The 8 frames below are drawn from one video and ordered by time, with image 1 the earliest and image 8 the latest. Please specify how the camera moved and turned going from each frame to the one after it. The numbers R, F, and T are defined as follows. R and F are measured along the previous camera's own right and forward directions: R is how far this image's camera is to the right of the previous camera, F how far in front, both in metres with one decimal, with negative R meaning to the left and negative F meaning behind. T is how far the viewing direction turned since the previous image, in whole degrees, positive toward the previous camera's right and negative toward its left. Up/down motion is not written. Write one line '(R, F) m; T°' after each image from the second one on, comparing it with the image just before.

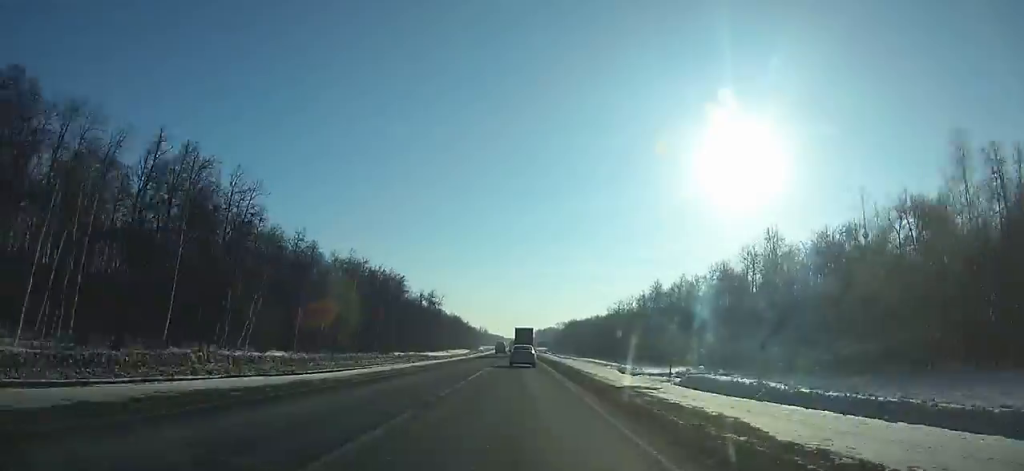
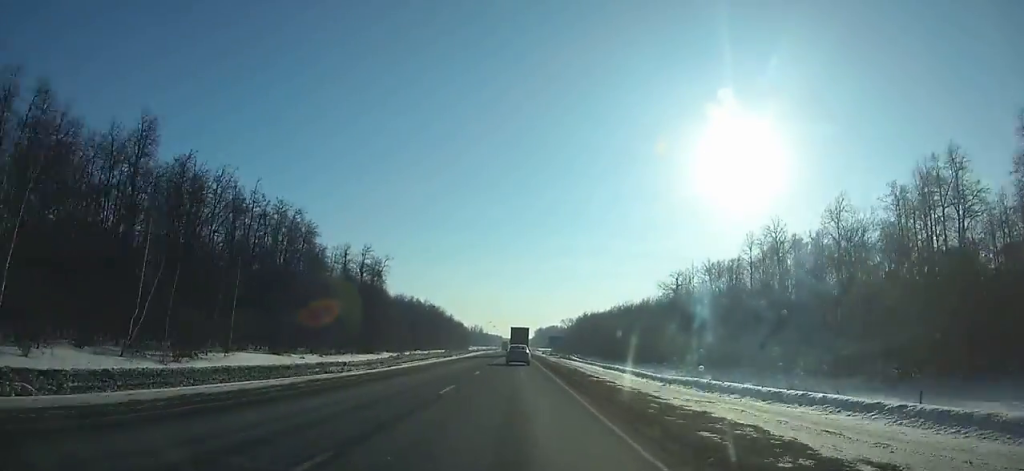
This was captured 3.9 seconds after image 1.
(+0.1, +77.4) m; 0°
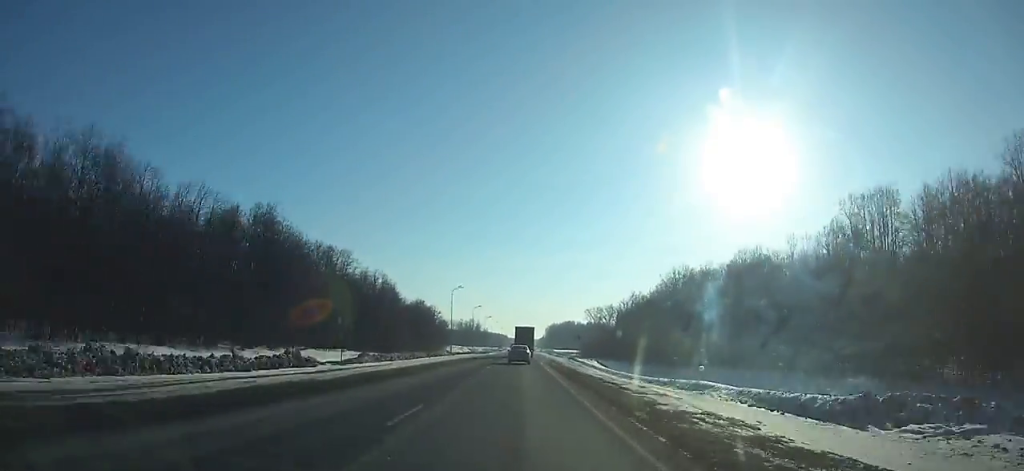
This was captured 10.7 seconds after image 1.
(-1.3, +137.1) m; -1°
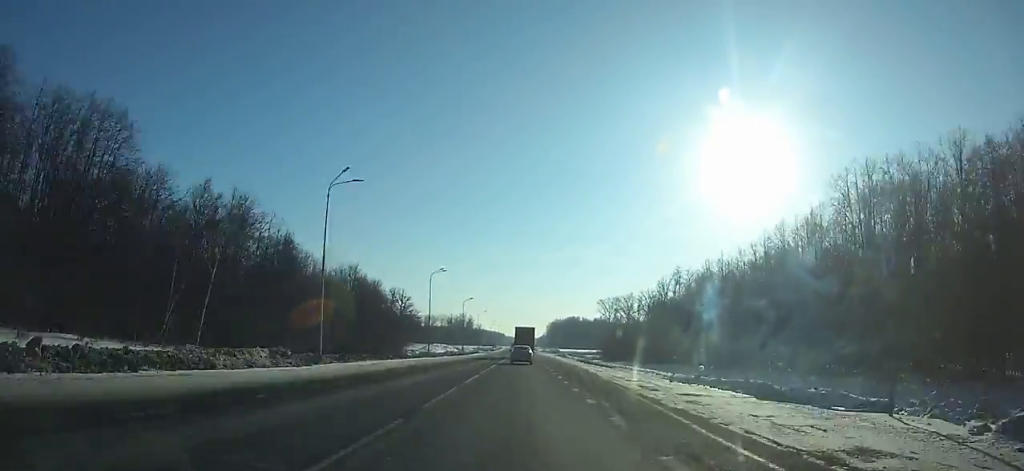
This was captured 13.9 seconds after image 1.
(+0.2, +65.7) m; 0°
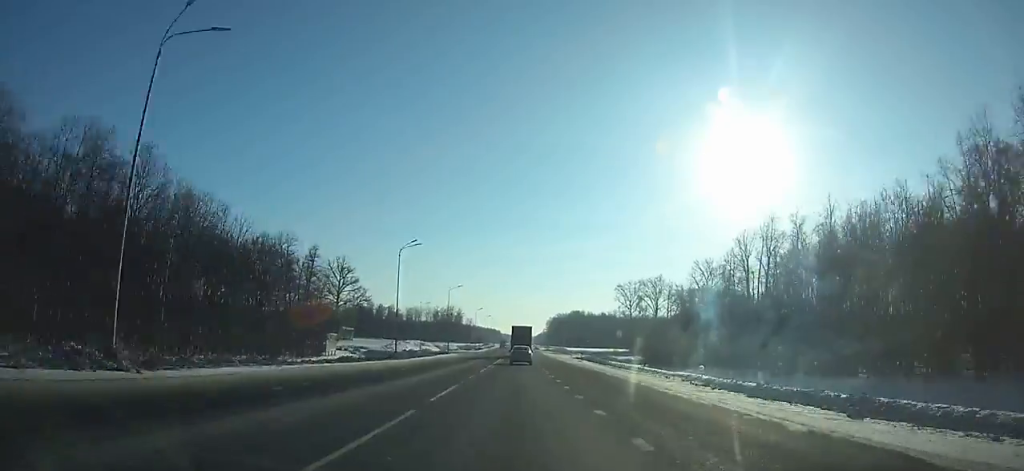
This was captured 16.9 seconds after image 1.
(+0.1, +62.1) m; 0°
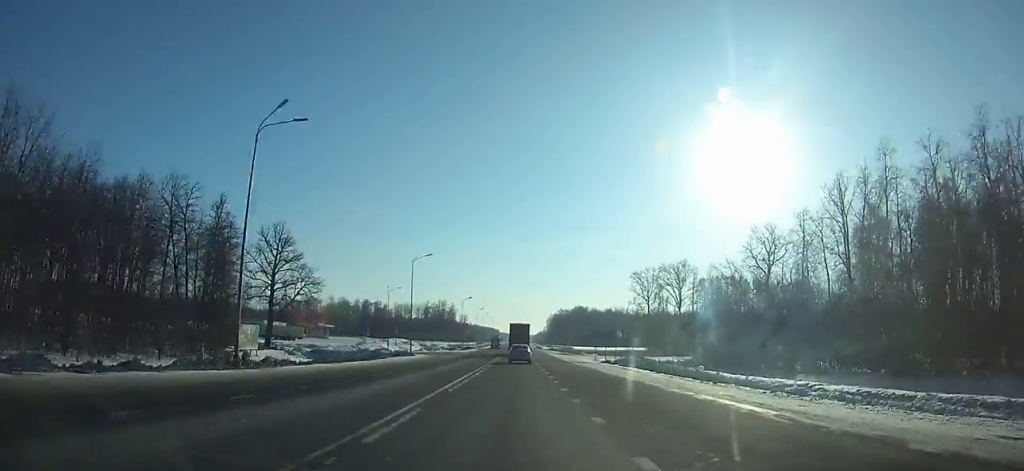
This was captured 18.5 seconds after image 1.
(0.0, +33.2) m; 0°
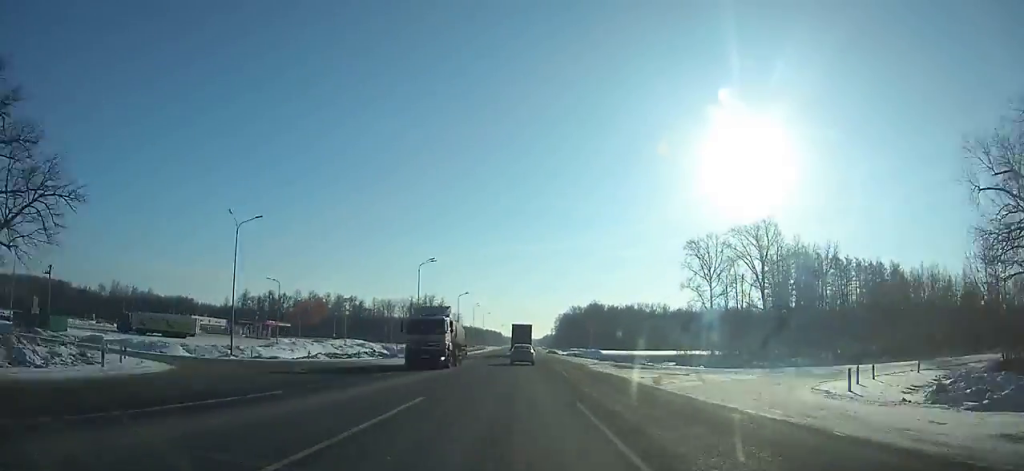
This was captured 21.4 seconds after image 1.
(-0.1, +60.2) m; 0°
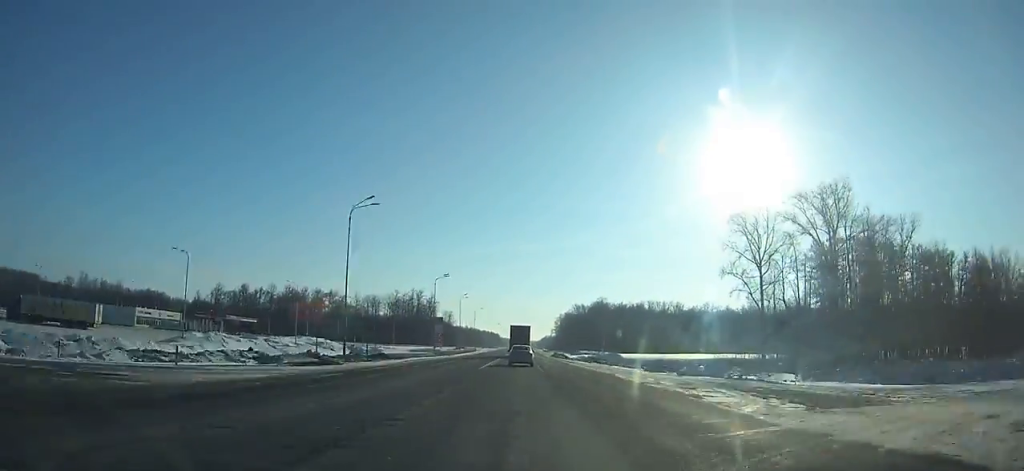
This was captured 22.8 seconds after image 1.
(0.0, +29.1) m; 0°
